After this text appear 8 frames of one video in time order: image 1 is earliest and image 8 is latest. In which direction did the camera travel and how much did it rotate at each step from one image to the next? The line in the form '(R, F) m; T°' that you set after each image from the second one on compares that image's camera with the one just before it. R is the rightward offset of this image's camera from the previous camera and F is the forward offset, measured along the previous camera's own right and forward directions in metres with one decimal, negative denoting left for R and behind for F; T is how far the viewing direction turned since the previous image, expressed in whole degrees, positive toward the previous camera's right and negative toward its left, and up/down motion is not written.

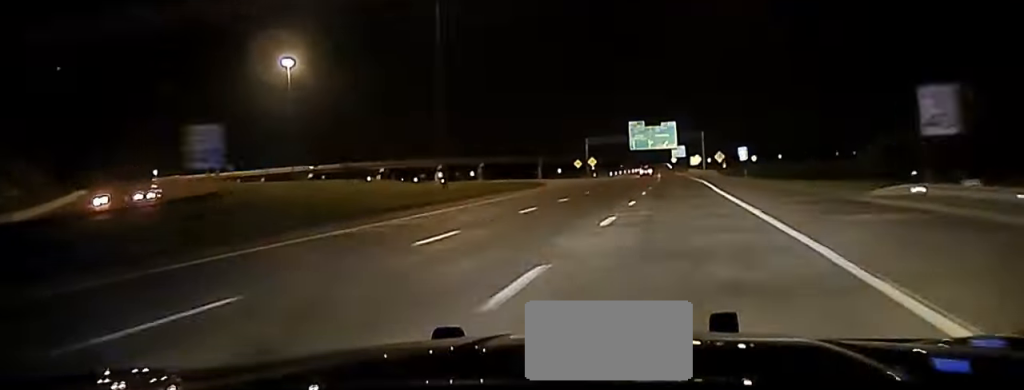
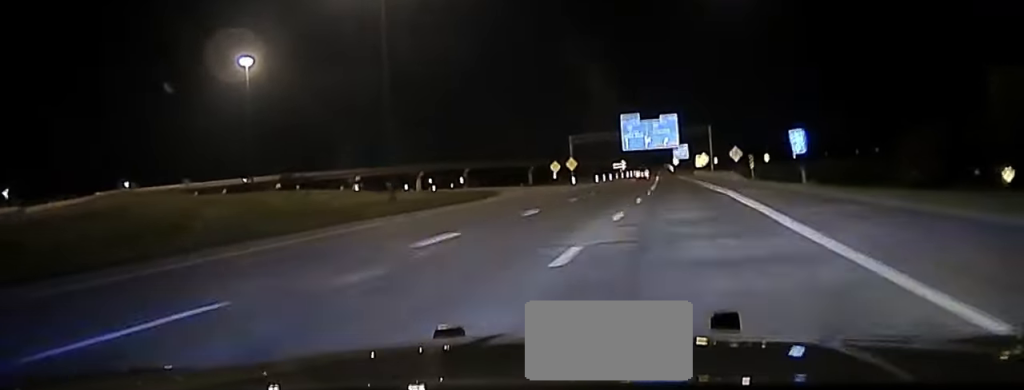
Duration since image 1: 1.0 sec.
(-0.2, +35.4) m; 0°
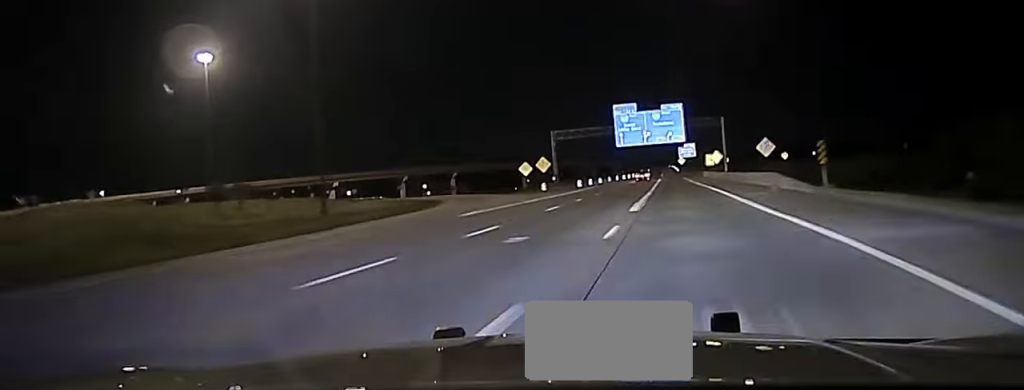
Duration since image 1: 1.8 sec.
(+0.1, +29.2) m; 0°
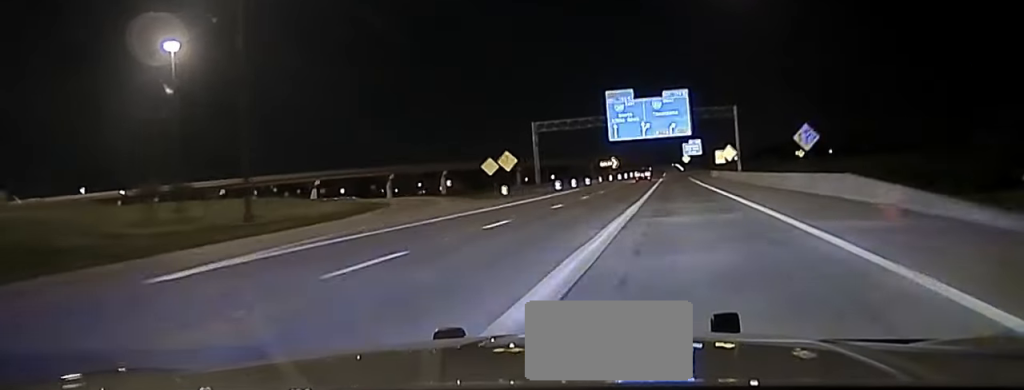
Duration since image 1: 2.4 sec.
(+0.1, +21.8) m; 0°
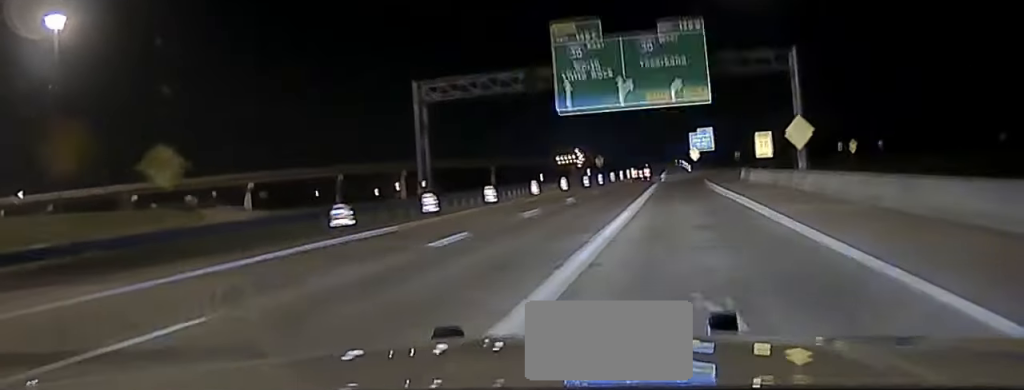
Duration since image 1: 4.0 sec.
(+0.1, +56.0) m; -1°
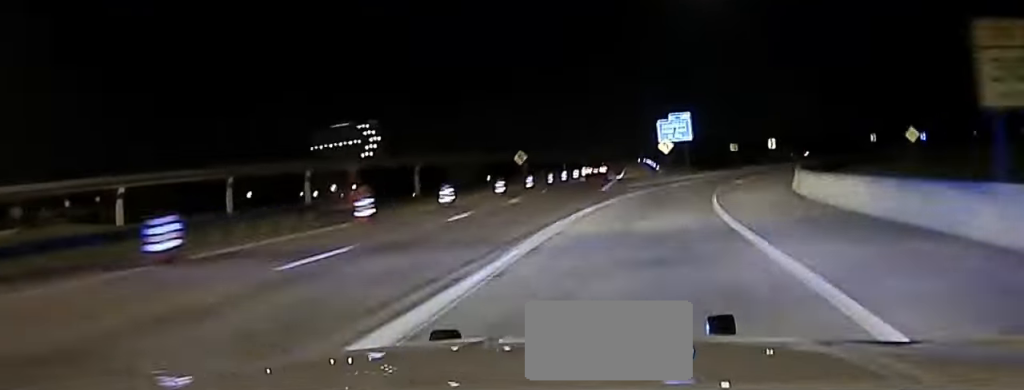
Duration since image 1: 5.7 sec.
(-0.7, +56.6) m; 0°
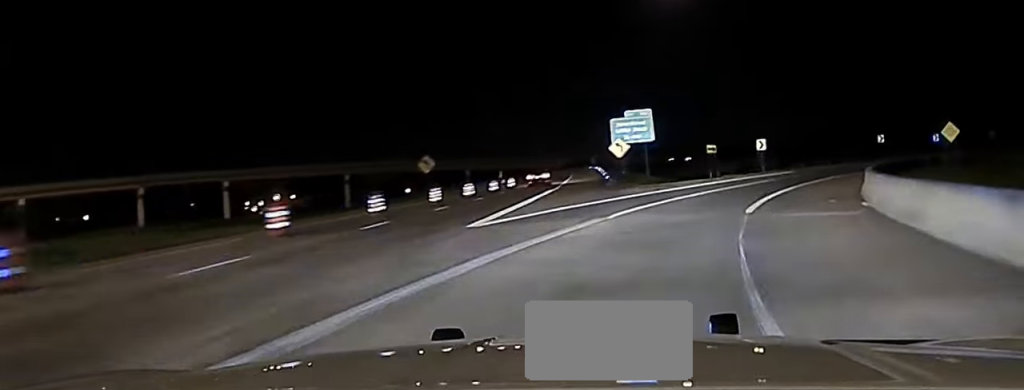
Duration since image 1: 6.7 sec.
(+0.5, +26.9) m; +2°
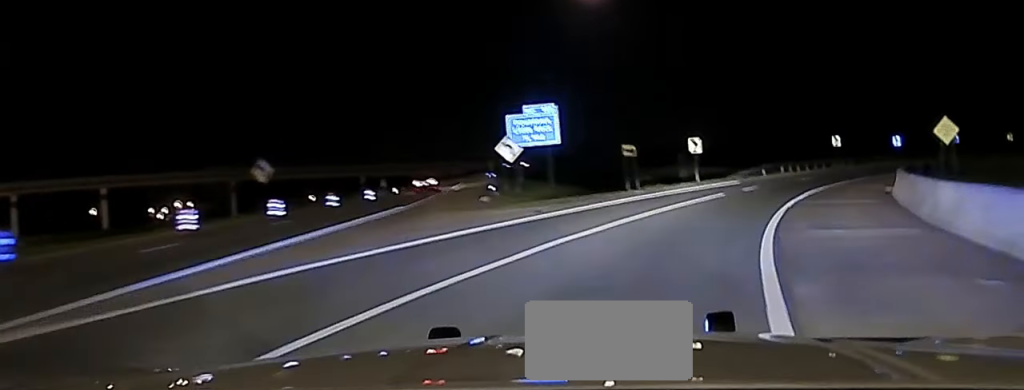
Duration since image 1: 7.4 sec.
(+0.5, +20.0) m; +3°
